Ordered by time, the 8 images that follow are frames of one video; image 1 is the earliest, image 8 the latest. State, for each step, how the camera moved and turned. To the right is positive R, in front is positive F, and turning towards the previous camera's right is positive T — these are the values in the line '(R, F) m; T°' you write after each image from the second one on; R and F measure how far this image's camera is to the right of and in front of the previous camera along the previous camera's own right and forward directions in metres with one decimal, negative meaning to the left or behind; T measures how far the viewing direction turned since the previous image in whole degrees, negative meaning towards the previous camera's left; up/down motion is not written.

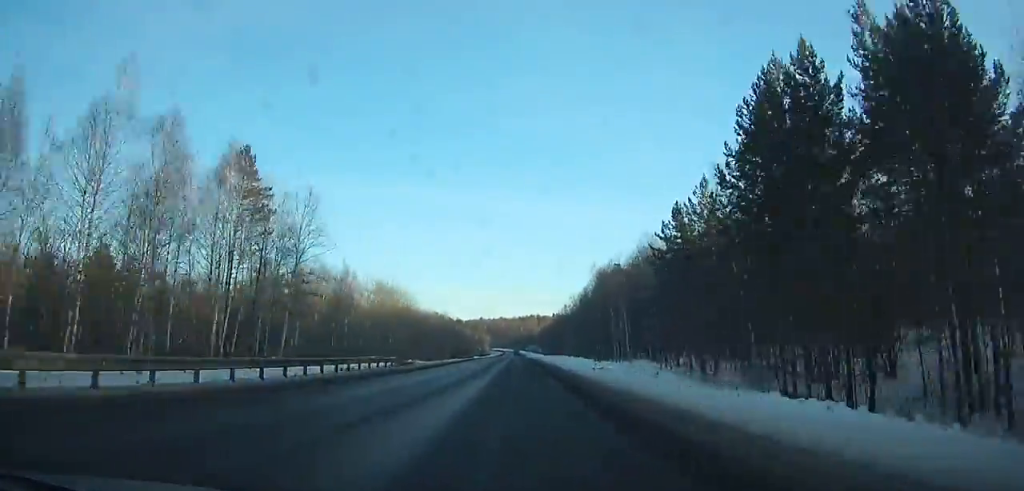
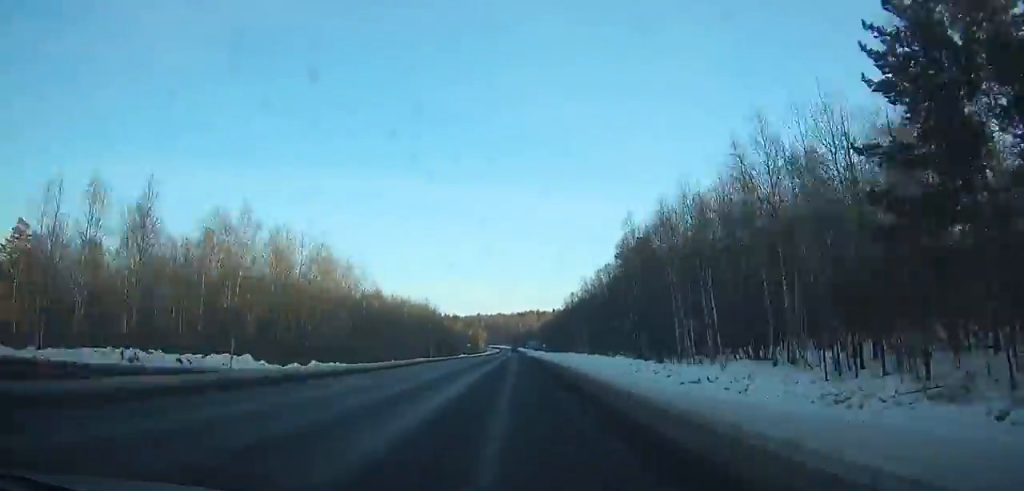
(-0.1, +32.3) m; 0°
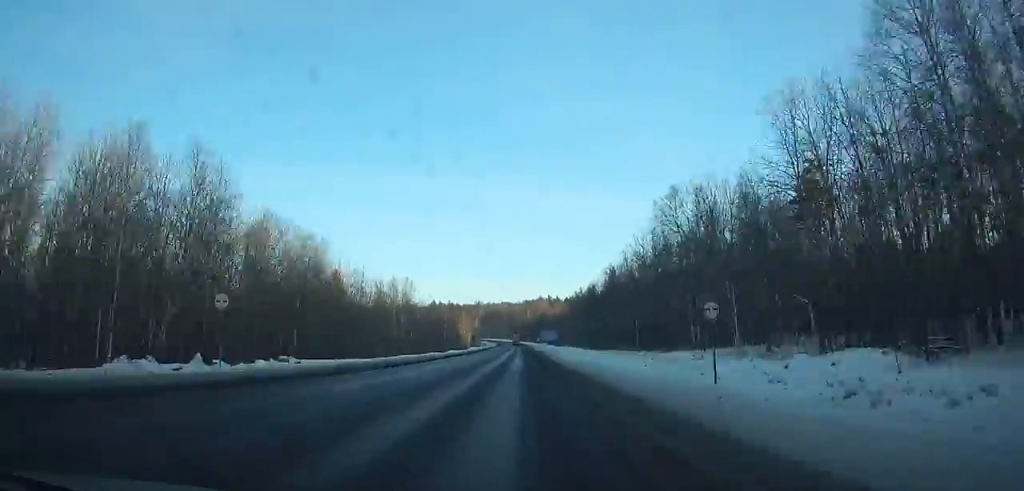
(-0.3, +113.0) m; 0°
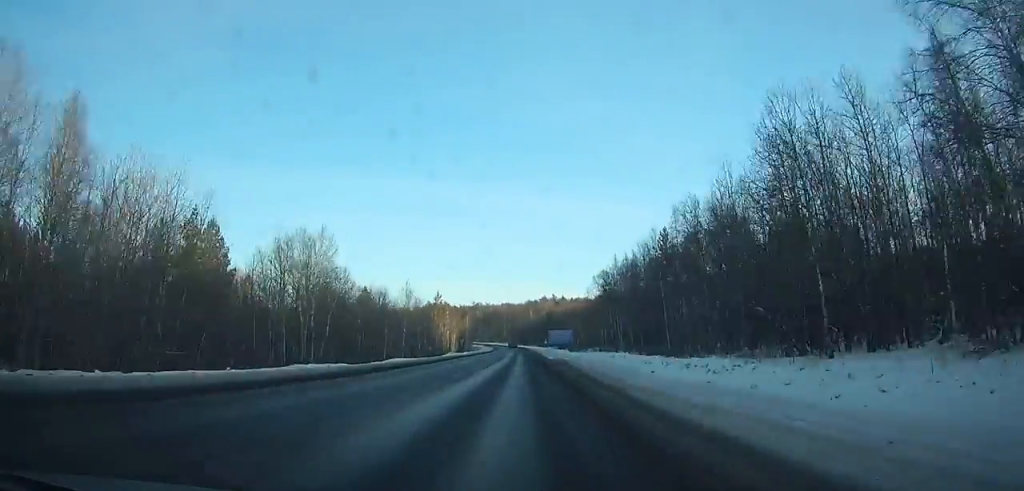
(-0.1, +45.9) m; +1°
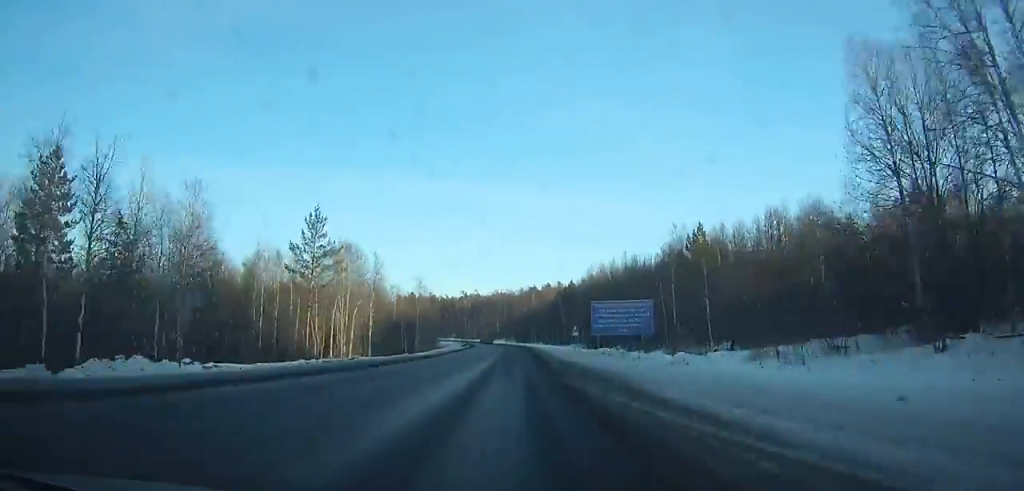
(+1.6, +84.3) m; 0°
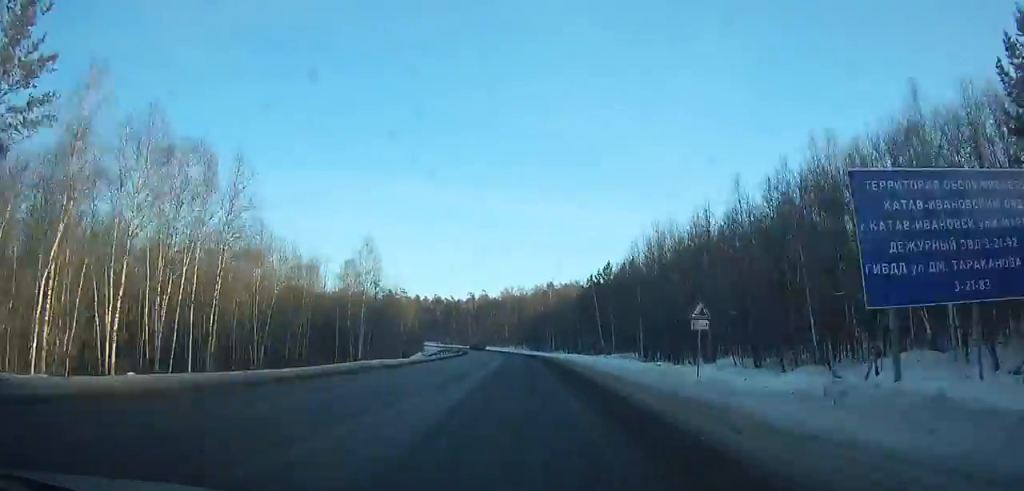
(-0.8, +41.7) m; -4°
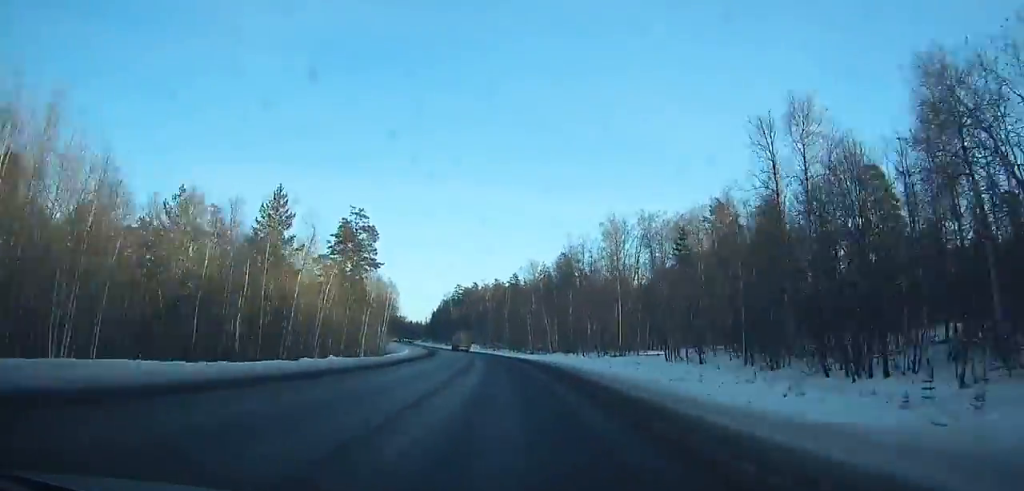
(-16.8, +137.3) m; -12°
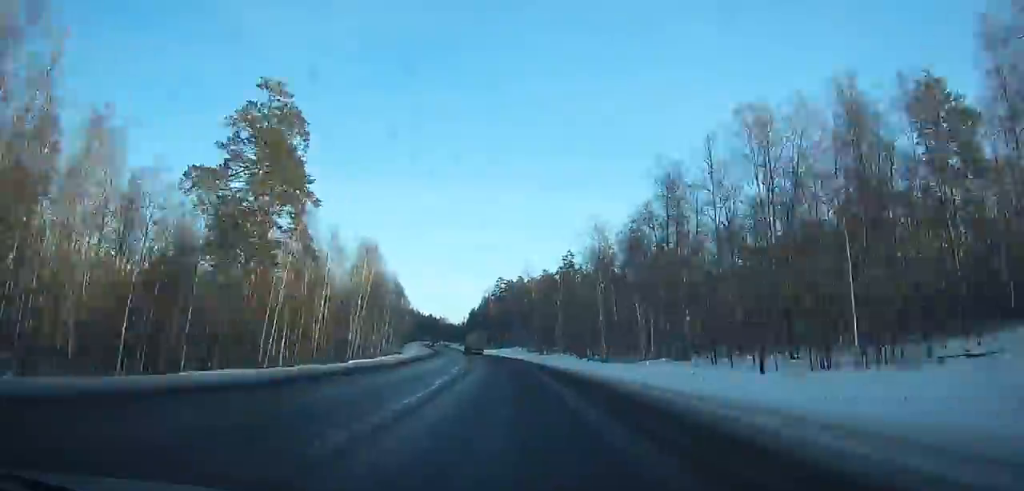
(-1.0, +47.2) m; -2°
